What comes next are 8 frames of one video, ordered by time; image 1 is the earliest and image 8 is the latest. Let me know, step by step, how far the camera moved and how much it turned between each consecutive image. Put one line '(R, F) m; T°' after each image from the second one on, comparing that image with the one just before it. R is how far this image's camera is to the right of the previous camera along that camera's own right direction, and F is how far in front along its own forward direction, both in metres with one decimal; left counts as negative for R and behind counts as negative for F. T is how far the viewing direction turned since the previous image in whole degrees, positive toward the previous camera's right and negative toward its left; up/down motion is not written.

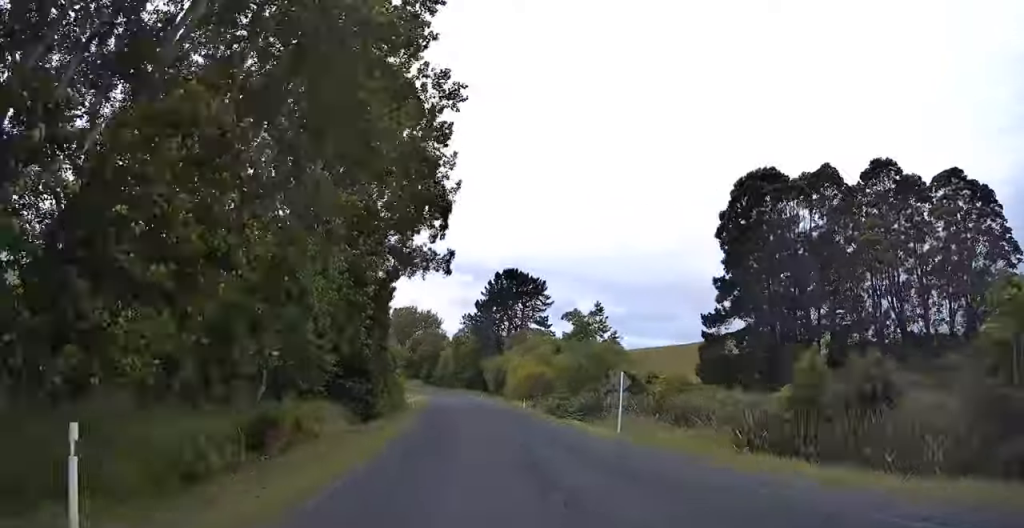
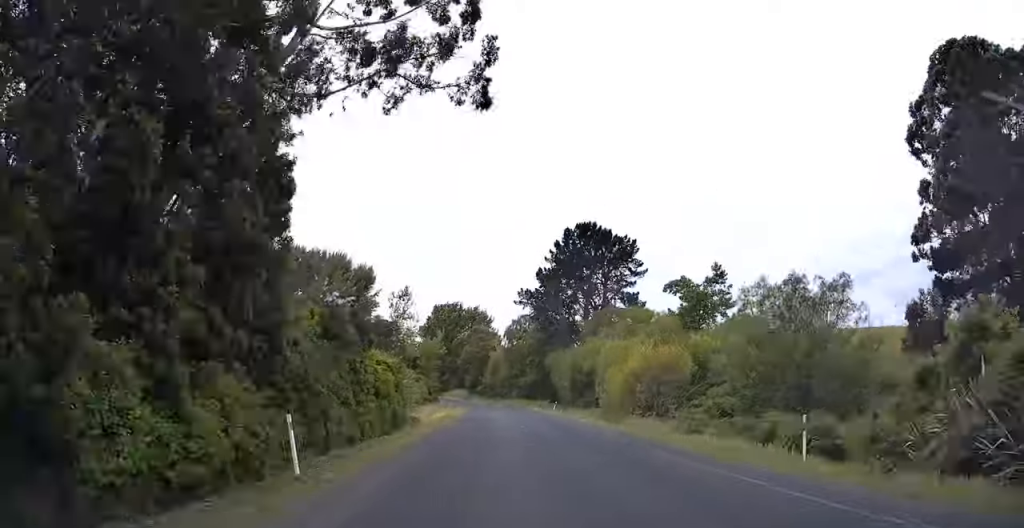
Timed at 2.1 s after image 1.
(-3.6, +44.0) m; -6°
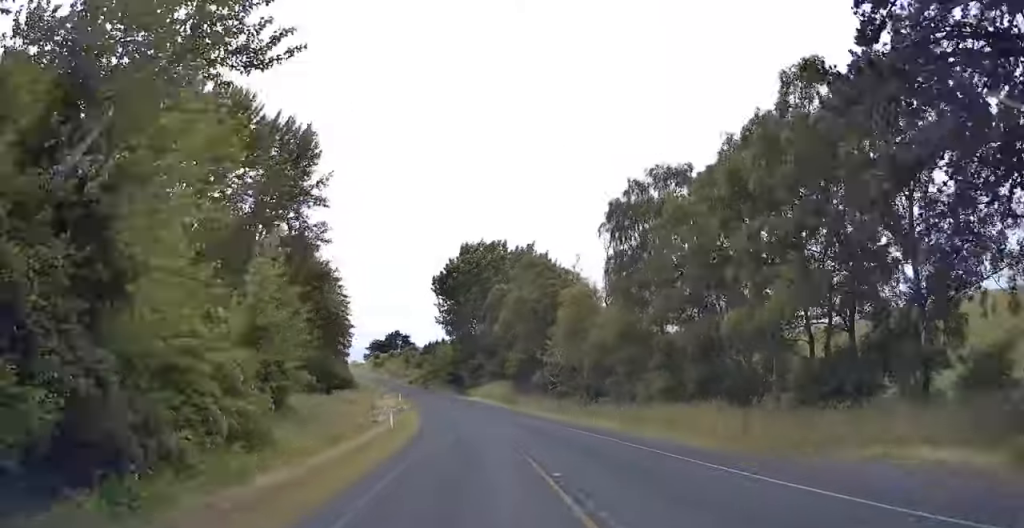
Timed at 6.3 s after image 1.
(-5.2, +86.4) m; -8°
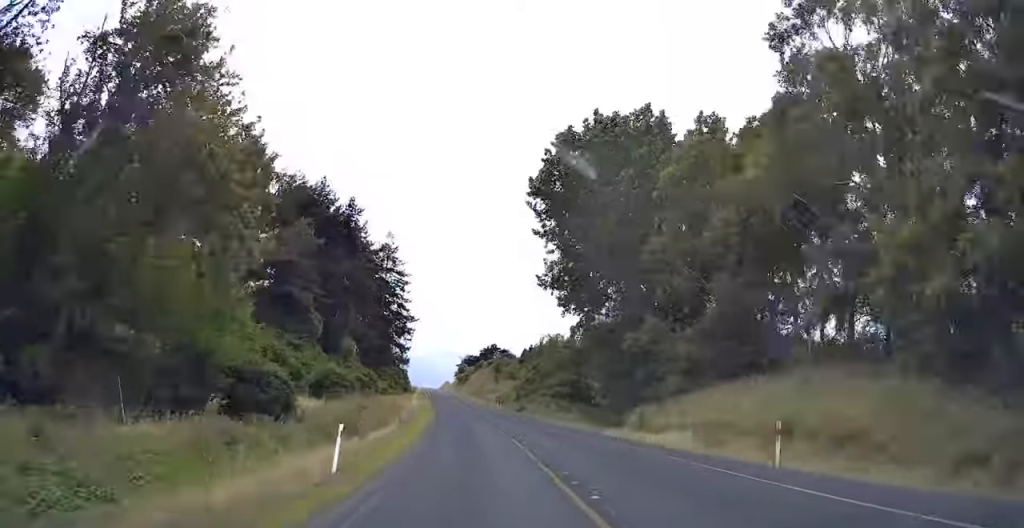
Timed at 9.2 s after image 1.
(-4.9, +62.5) m; -6°
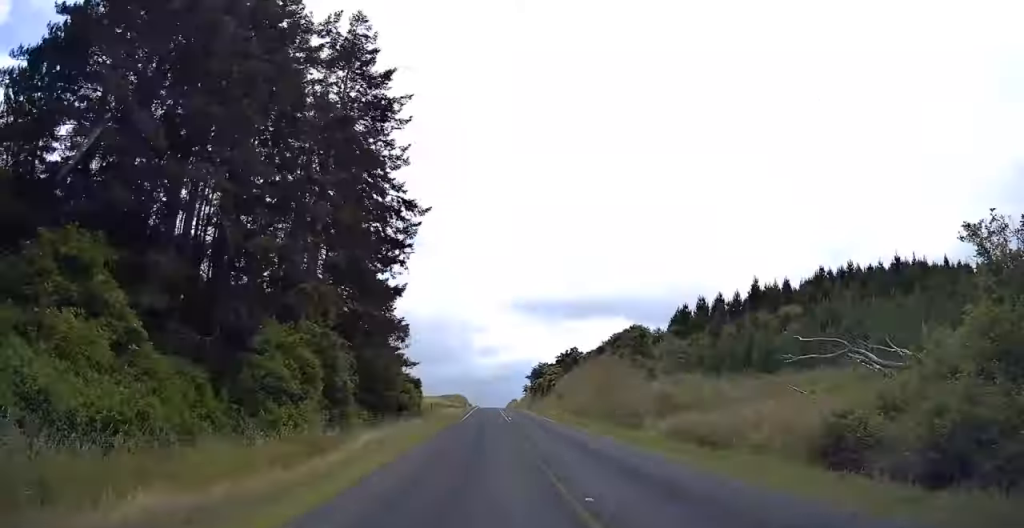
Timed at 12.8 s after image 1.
(-4.7, +78.0) m; -4°
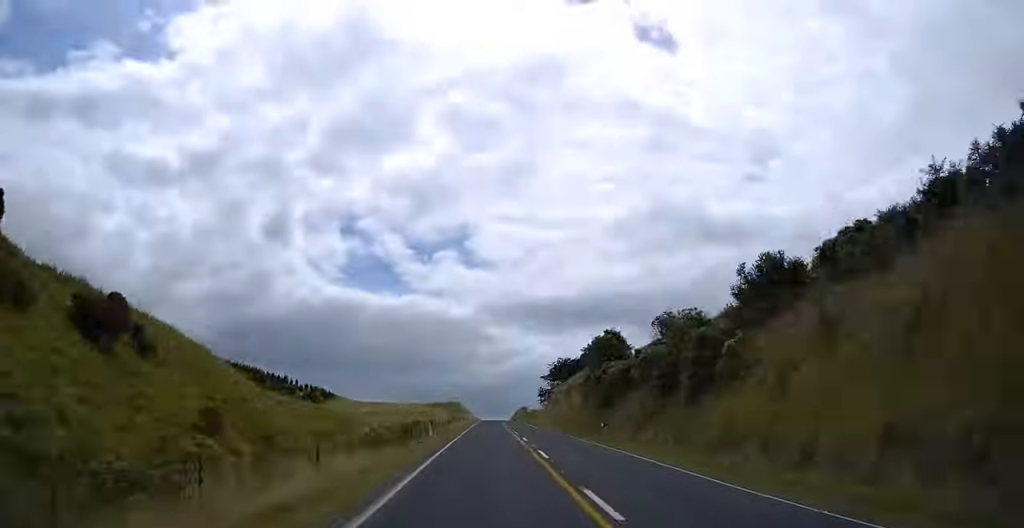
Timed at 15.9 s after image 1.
(-1.4, +67.3) m; -1°
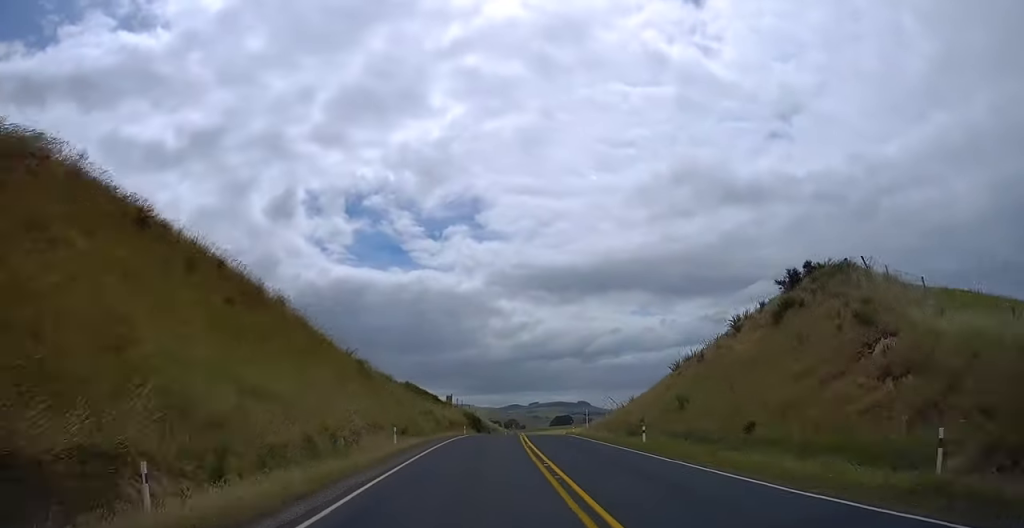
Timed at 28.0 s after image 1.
(-0.7, +261.7) m; +3°
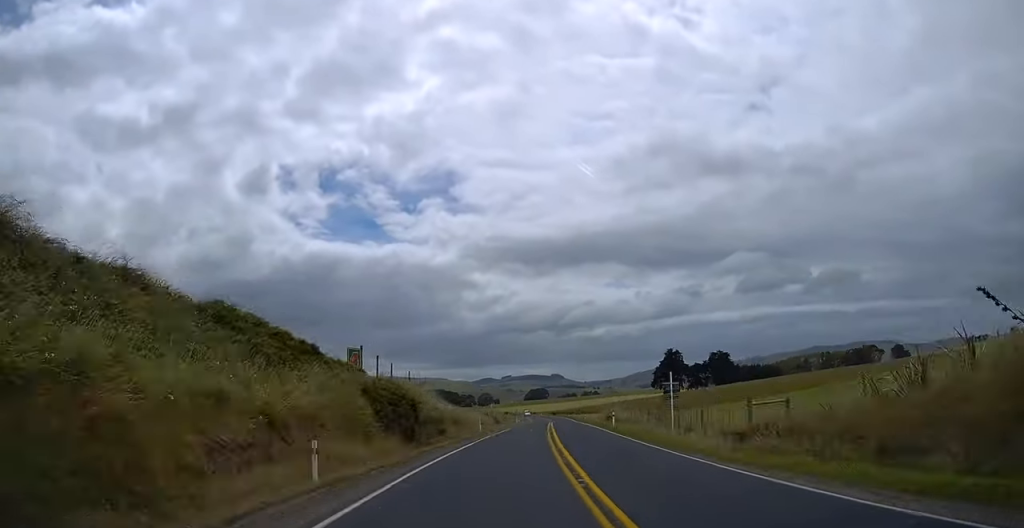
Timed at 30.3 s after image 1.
(+1.3, +47.5) m; +2°
